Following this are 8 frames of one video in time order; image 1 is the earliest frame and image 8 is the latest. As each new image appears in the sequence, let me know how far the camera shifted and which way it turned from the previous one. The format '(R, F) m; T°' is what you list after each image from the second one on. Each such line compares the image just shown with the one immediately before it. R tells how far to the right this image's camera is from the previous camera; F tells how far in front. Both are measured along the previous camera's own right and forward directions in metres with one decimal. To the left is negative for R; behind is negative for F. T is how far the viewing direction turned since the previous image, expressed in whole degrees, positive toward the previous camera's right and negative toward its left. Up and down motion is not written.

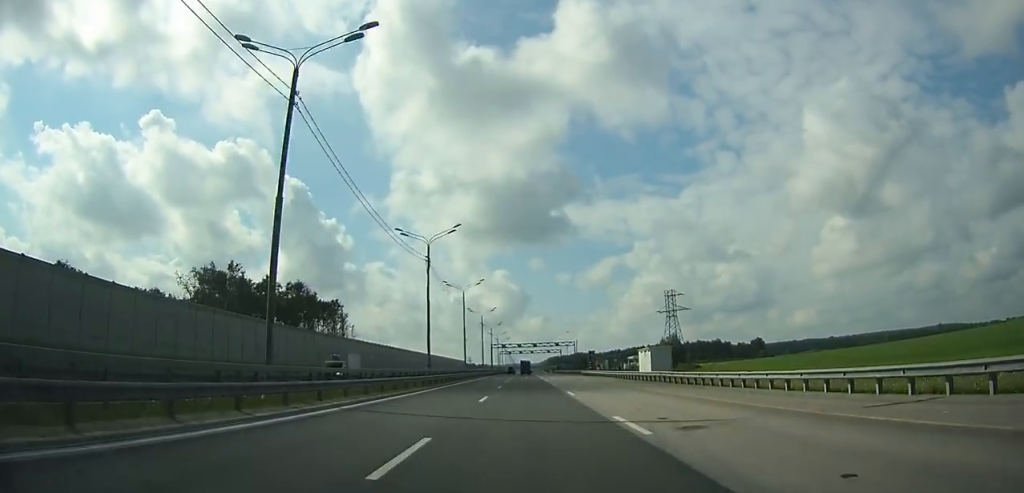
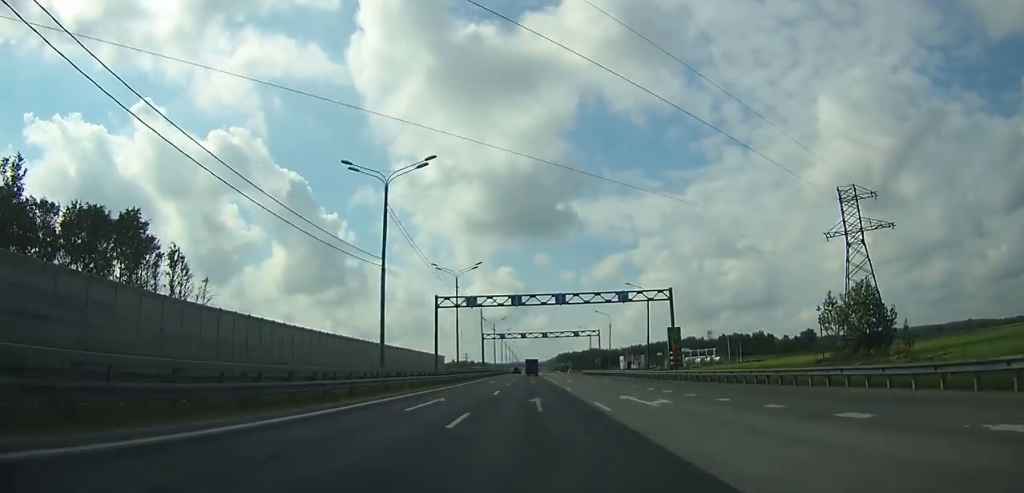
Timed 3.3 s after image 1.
(-0.1, +90.5) m; 0°
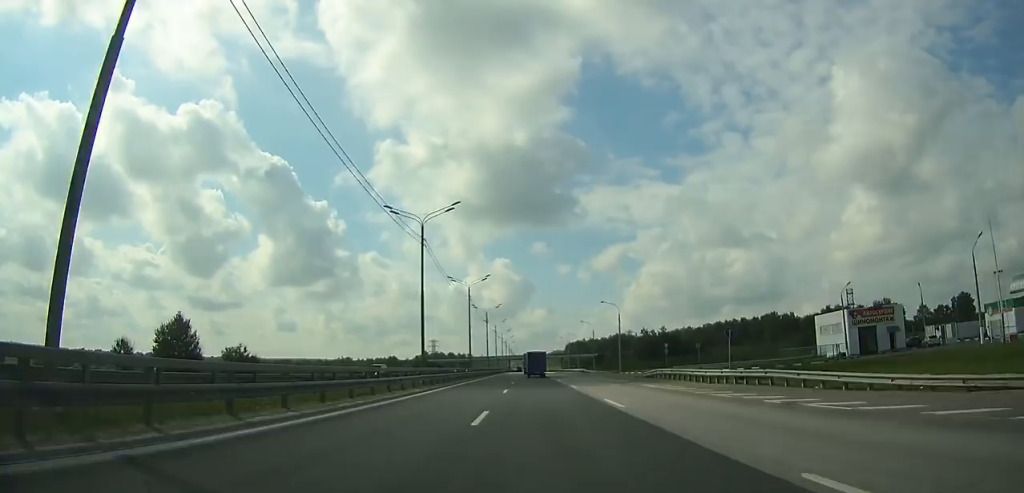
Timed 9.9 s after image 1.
(-0.2, +175.4) m; 0°
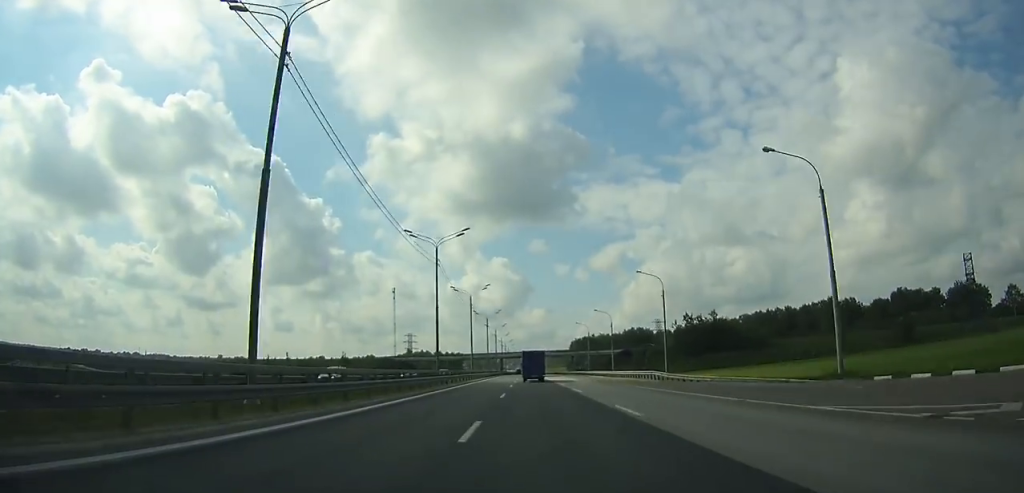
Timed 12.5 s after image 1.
(0.0, +67.4) m; 0°
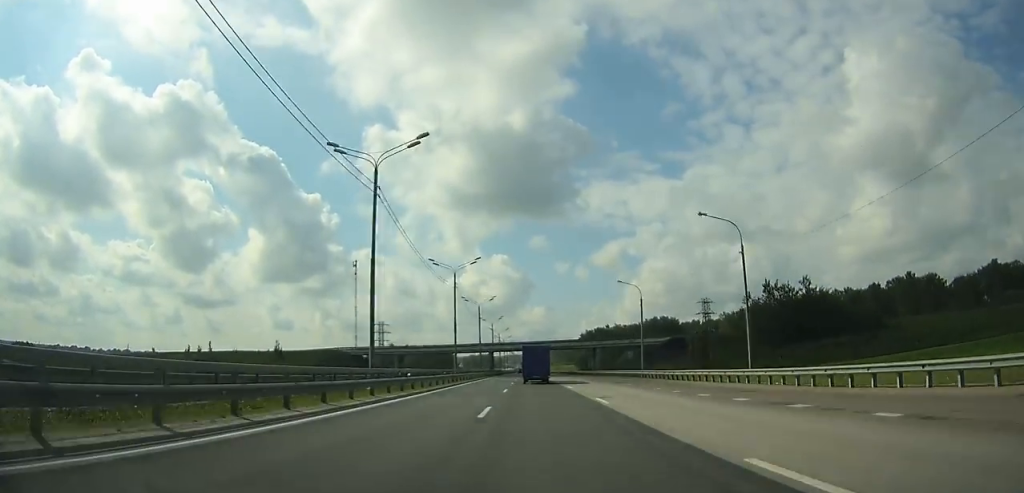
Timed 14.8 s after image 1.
(0.0, +59.7) m; 0°
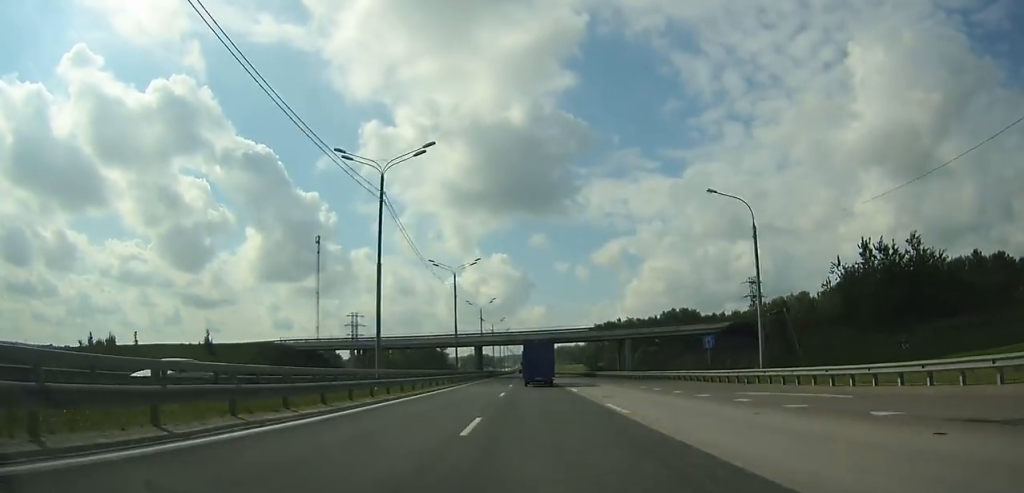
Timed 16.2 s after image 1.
(+0.2, +36.3) m; 0°
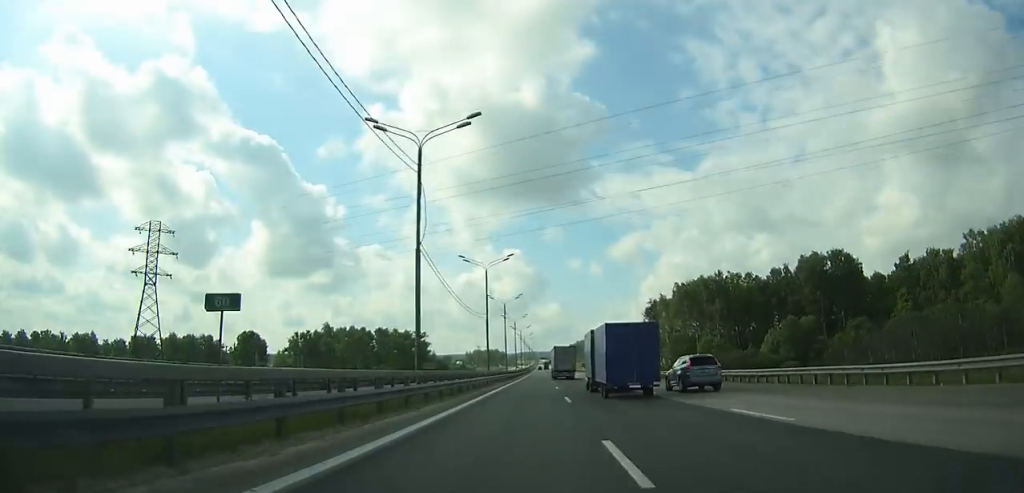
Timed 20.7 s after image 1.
(-1.3, +119.1) m; -1°
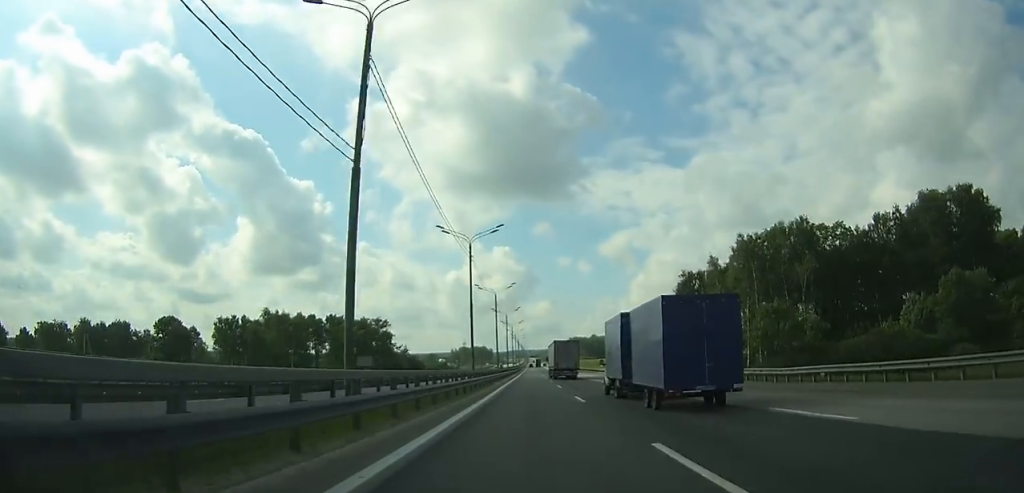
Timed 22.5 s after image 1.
(-0.2, +48.5) m; 0°
